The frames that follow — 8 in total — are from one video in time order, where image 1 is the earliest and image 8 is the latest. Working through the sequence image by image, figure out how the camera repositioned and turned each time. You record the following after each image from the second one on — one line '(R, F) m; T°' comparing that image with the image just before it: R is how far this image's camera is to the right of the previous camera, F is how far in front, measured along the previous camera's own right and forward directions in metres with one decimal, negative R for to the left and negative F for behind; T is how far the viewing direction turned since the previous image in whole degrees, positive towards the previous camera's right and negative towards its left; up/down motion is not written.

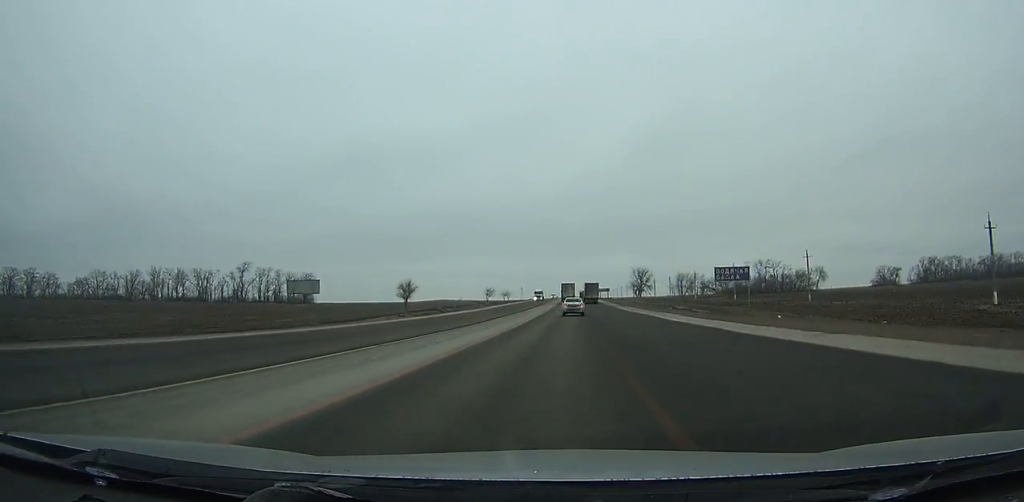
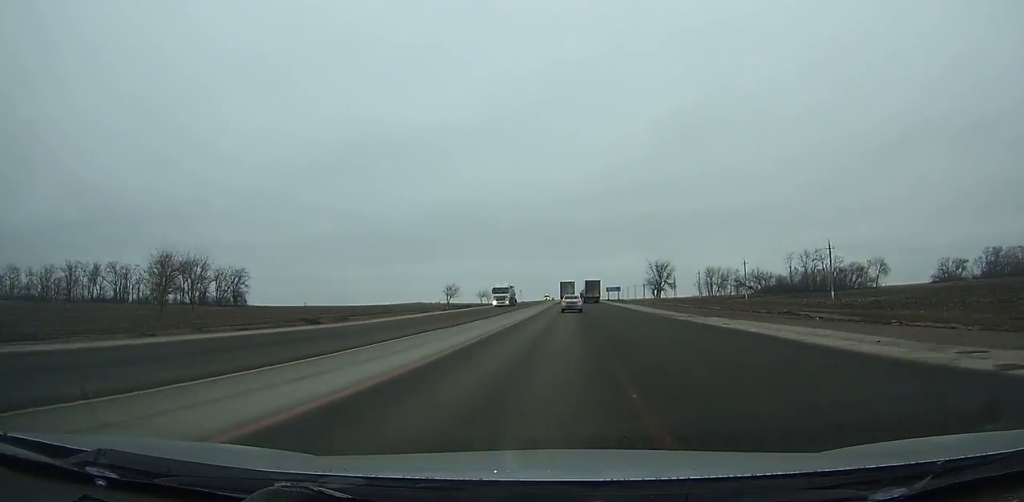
(-0.1, +53.4) m; 0°
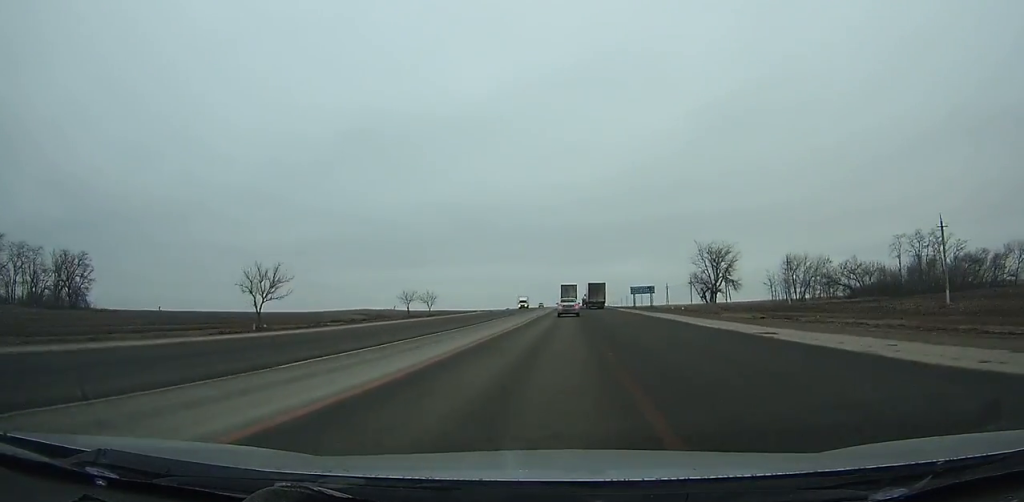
(-0.3, +71.9) m; 0°
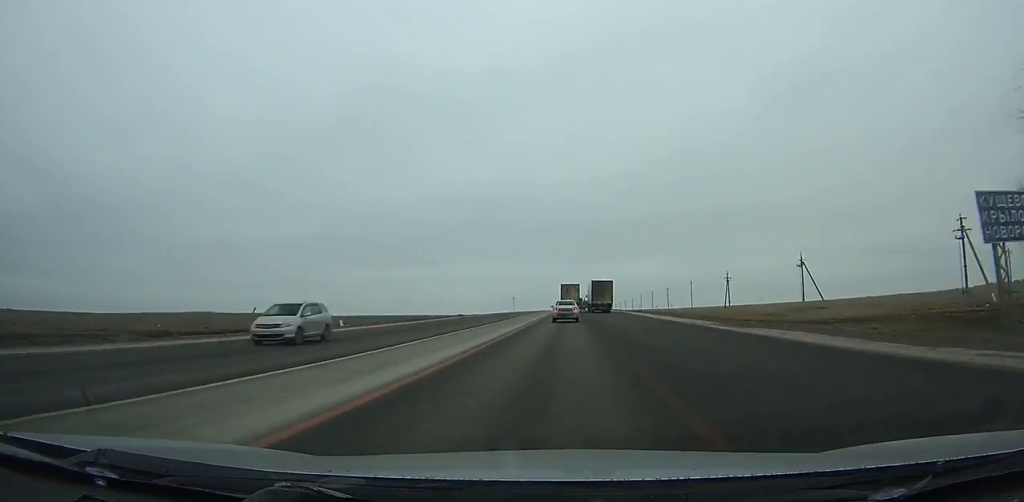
(-0.1, +91.3) m; 0°
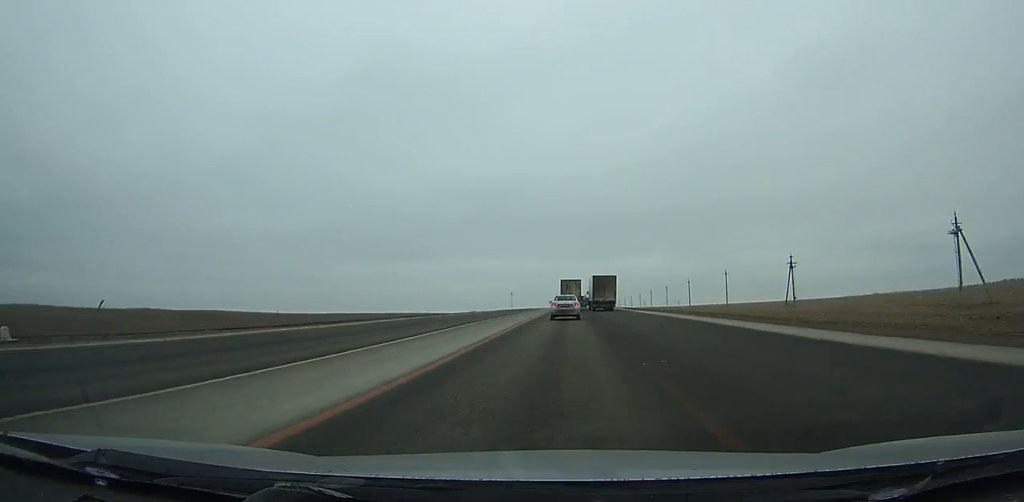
(+0.2, +40.7) m; 0°
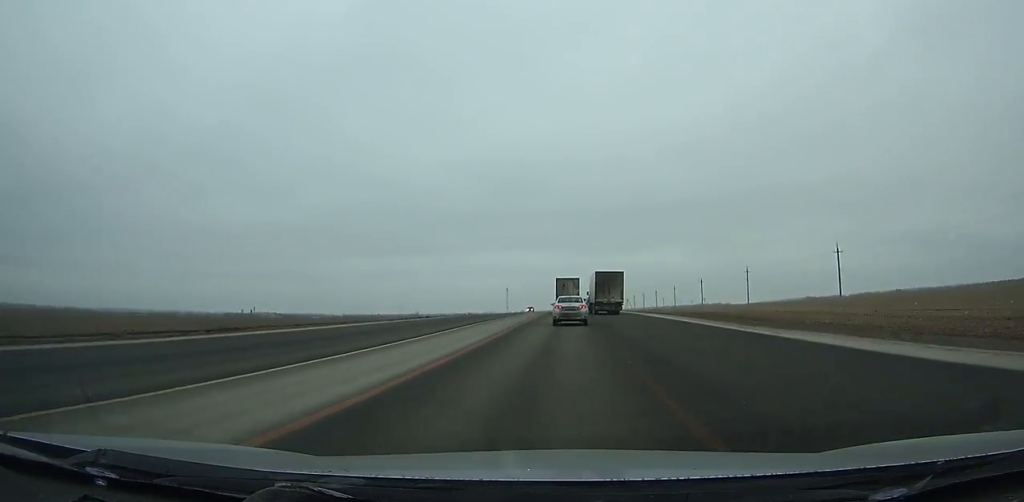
(-0.1, +106.4) m; 0°
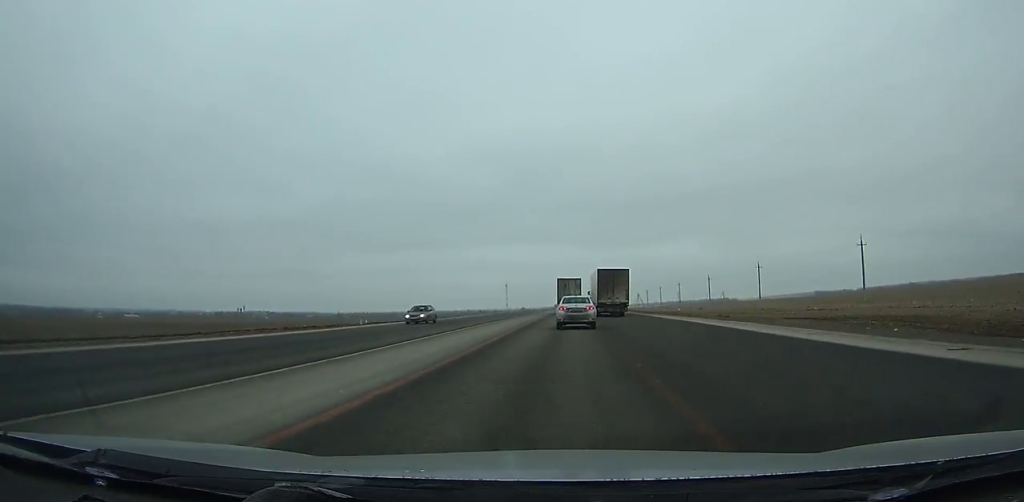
(0.0, +50.6) m; 0°
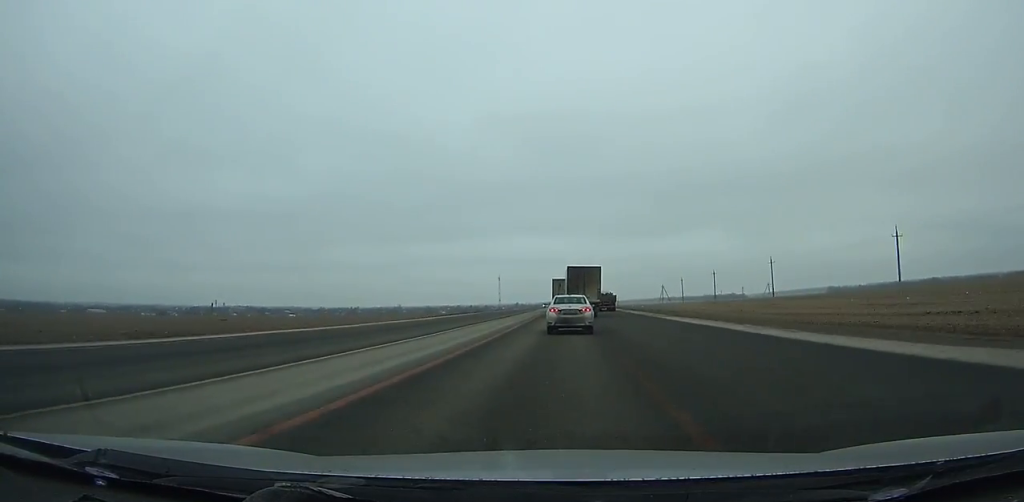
(+0.2, +97.6) m; 0°
